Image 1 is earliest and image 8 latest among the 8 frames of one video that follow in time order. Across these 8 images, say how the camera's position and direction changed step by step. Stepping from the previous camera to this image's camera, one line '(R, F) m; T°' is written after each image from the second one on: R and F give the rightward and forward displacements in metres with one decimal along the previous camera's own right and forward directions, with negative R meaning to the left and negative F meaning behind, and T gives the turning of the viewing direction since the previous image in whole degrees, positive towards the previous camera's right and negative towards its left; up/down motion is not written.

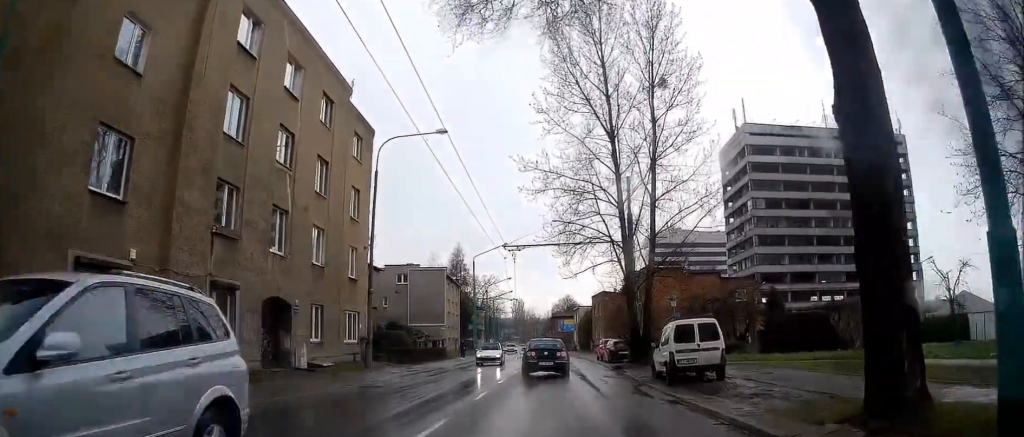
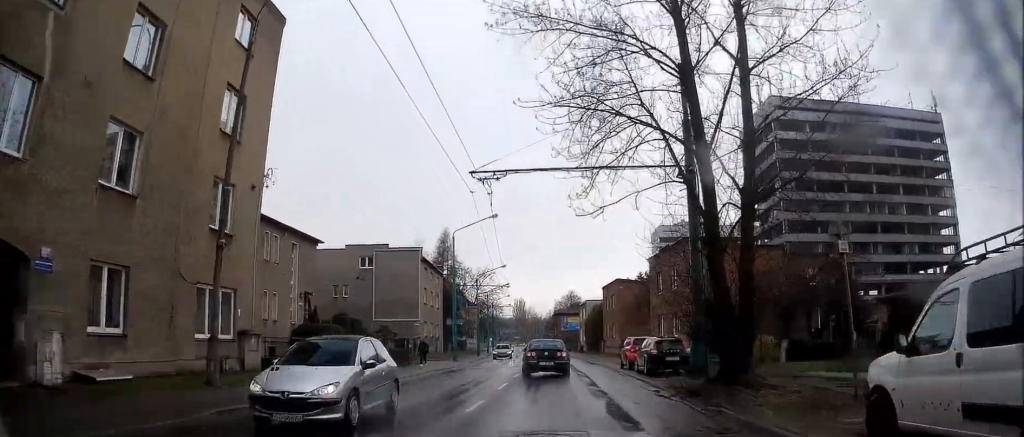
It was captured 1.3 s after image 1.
(+0.6, +14.5) m; +1°
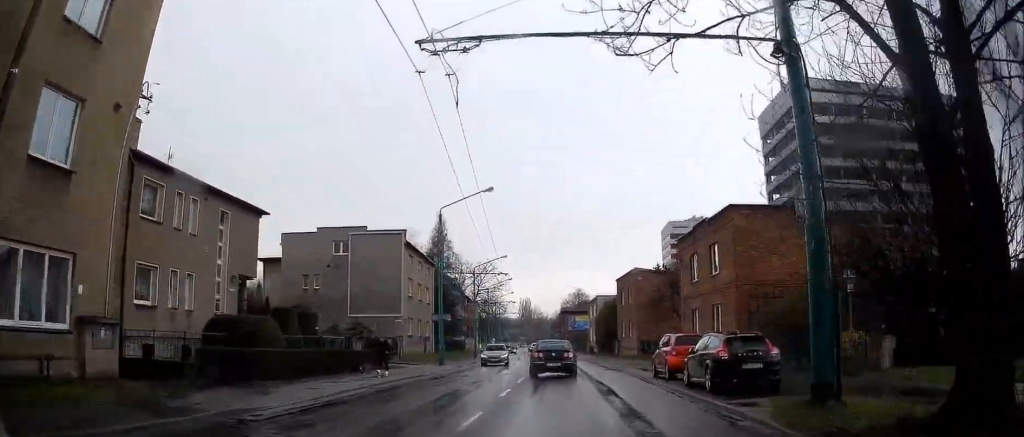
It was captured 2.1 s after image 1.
(-0.1, +8.5) m; -1°
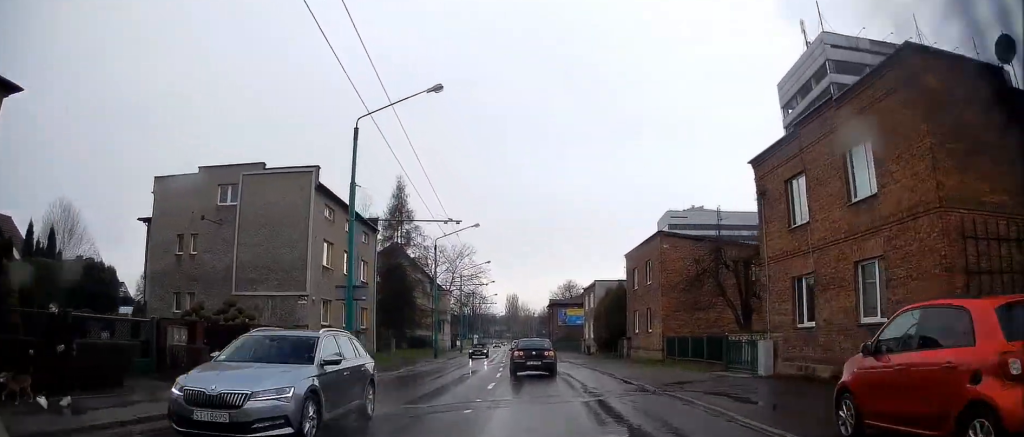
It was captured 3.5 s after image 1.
(+0.1, +15.9) m; 0°
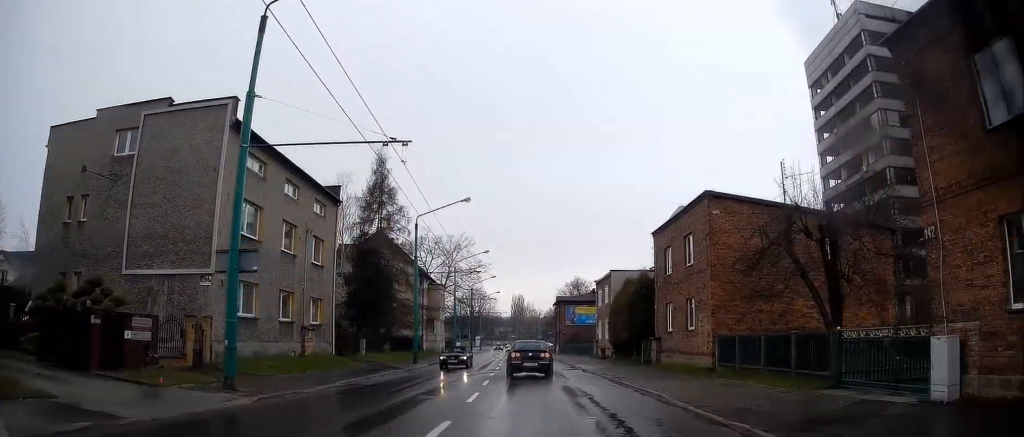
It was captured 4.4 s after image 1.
(-0.2, +9.5) m; -1°
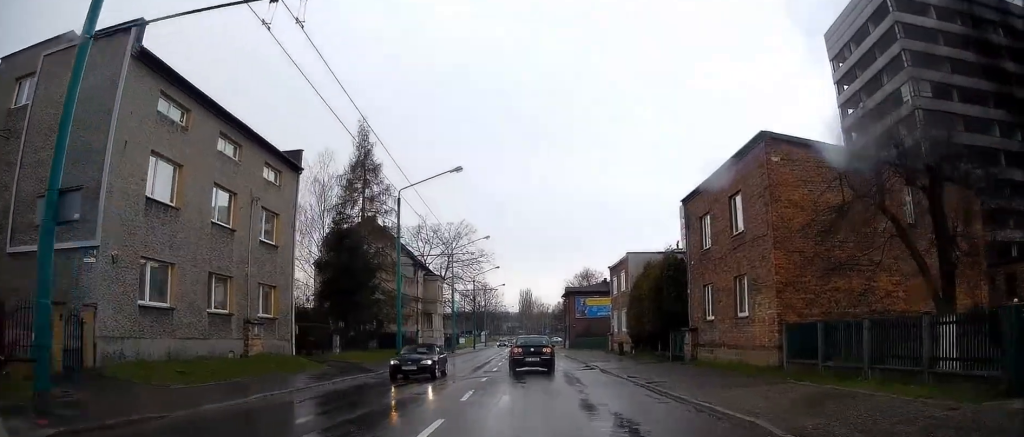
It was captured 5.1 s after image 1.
(-0.1, +6.6) m; -1°
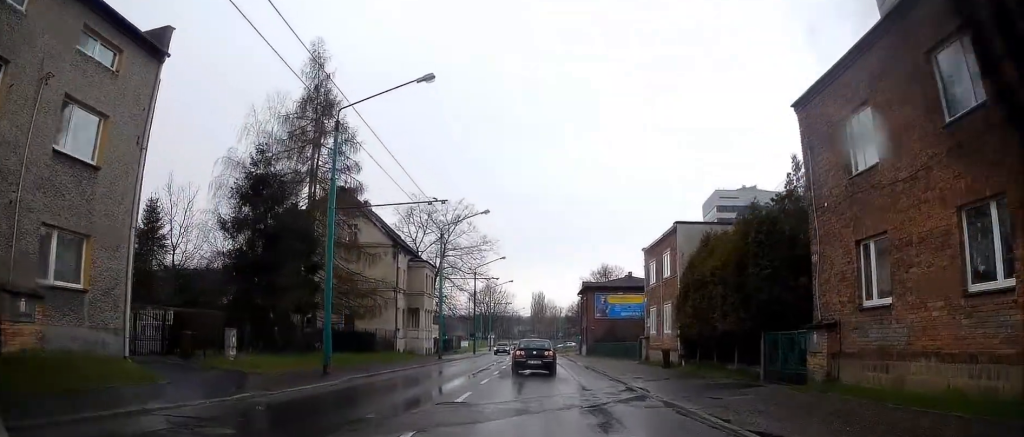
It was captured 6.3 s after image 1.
(-0.2, +12.8) m; -1°
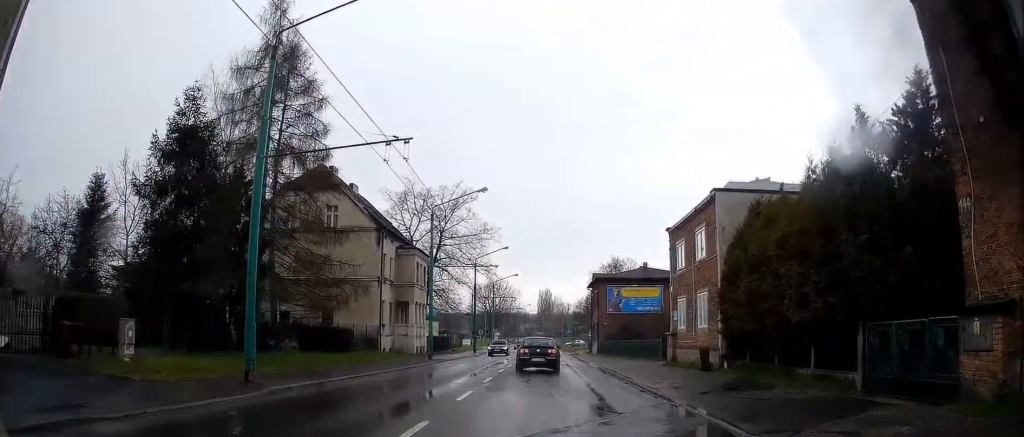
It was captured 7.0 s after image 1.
(-0.1, +6.3) m; 0°
